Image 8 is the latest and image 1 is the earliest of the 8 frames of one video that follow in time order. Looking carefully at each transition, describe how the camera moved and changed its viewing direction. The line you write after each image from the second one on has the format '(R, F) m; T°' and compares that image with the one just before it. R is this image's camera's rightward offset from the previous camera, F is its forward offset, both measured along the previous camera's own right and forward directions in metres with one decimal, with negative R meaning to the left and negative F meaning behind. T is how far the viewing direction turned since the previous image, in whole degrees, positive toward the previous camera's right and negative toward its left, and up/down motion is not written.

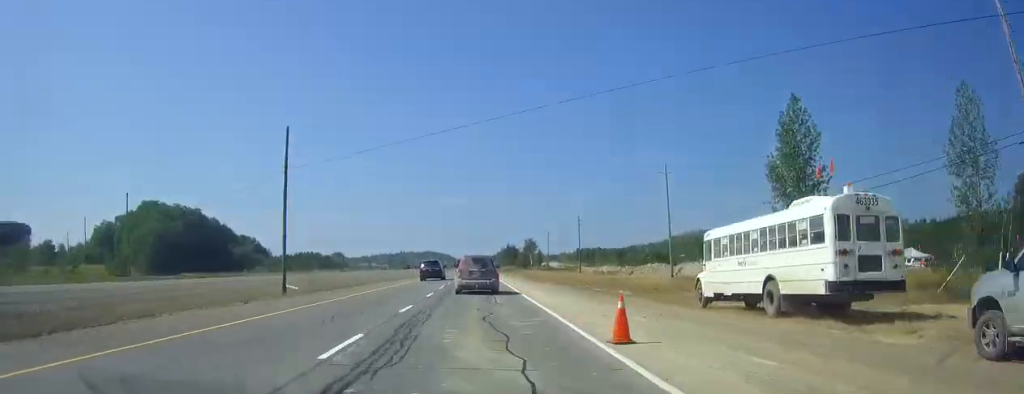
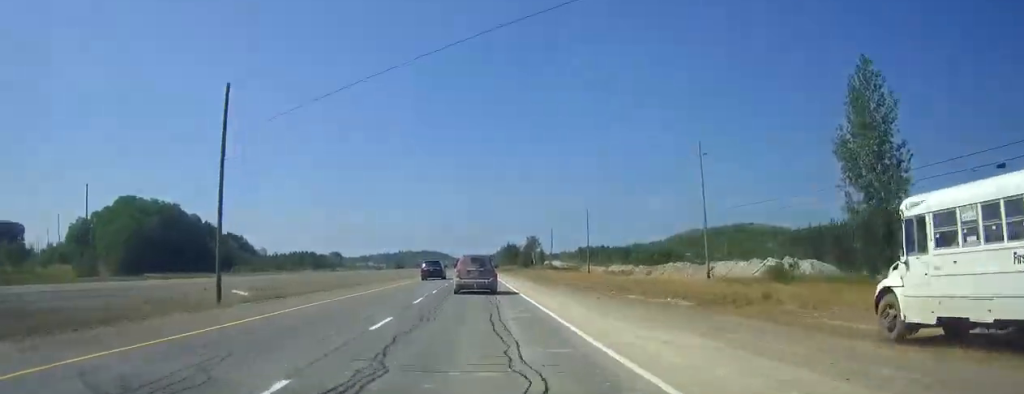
(0.0, +13.0) m; 0°
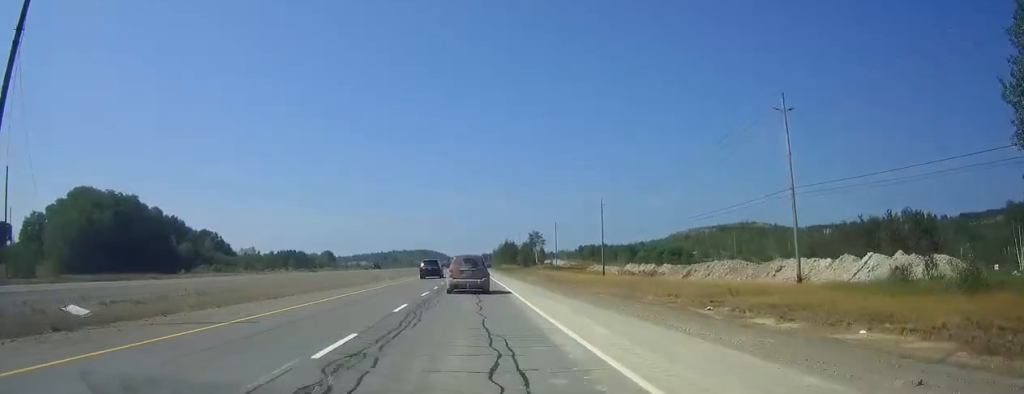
(-0.1, +20.4) m; 0°
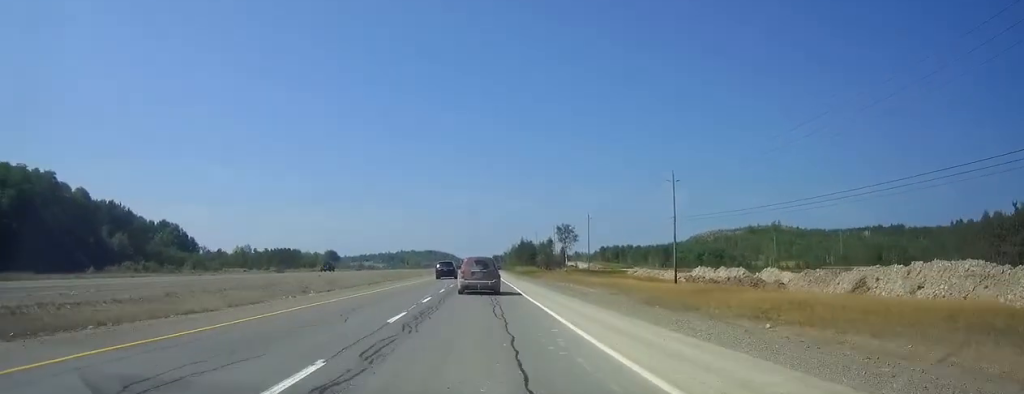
(+0.1, +37.5) m; 0°
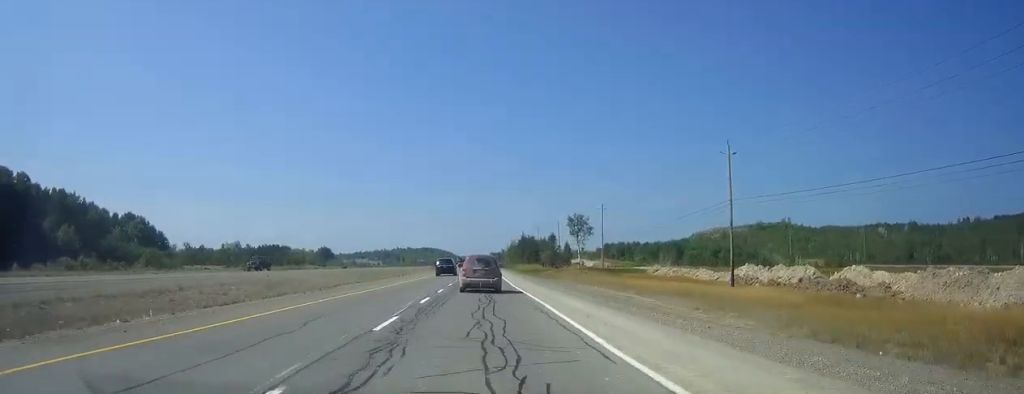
(0.0, +18.9) m; 0°
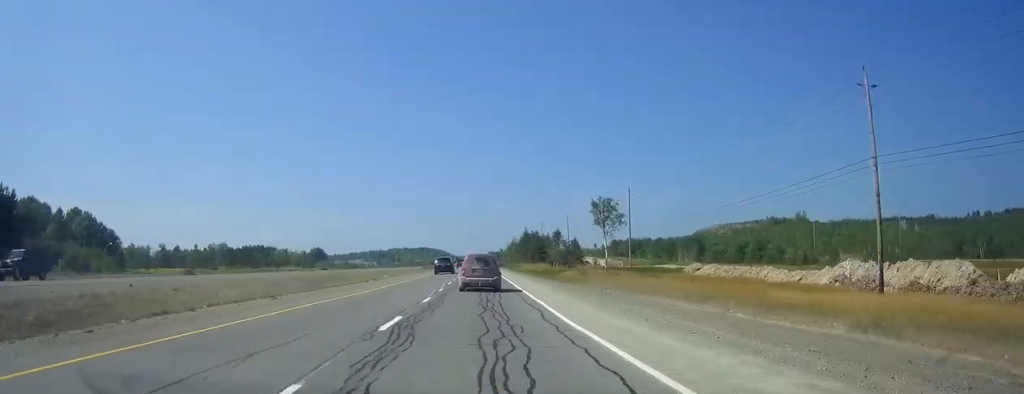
(-0.1, +24.8) m; 0°
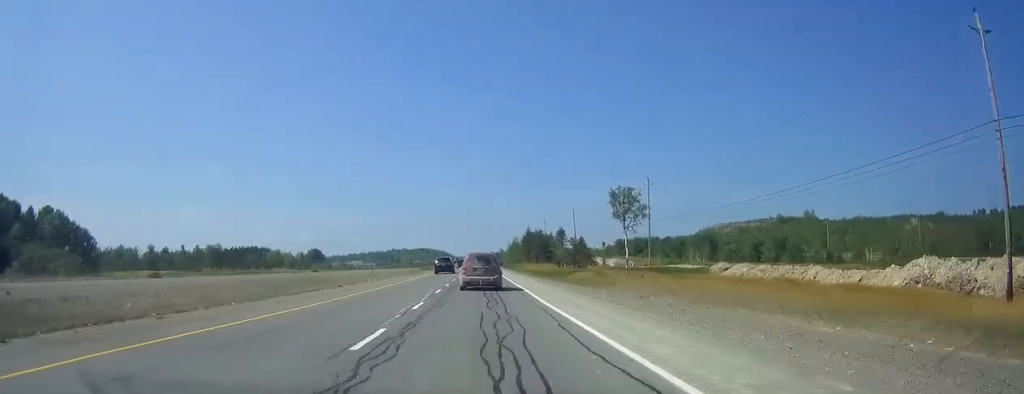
(0.0, +11.5) m; 0°
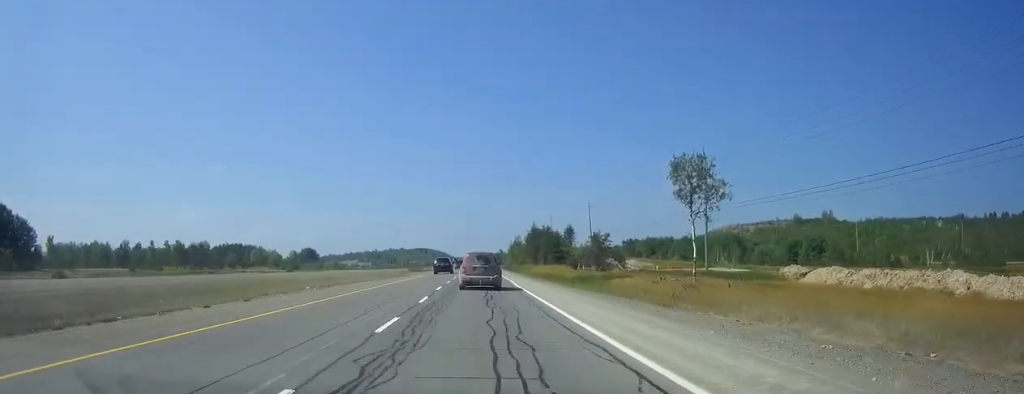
(0.0, +23.0) m; 0°
